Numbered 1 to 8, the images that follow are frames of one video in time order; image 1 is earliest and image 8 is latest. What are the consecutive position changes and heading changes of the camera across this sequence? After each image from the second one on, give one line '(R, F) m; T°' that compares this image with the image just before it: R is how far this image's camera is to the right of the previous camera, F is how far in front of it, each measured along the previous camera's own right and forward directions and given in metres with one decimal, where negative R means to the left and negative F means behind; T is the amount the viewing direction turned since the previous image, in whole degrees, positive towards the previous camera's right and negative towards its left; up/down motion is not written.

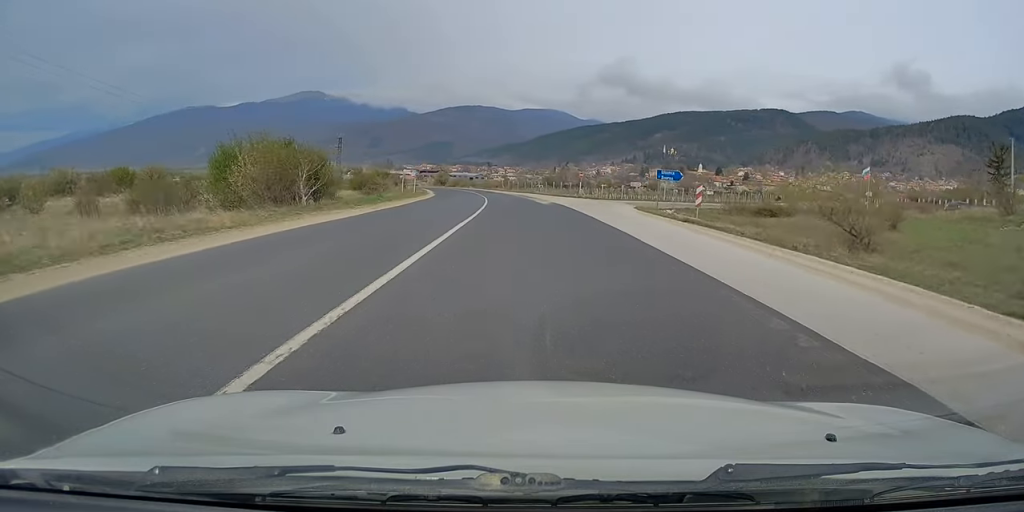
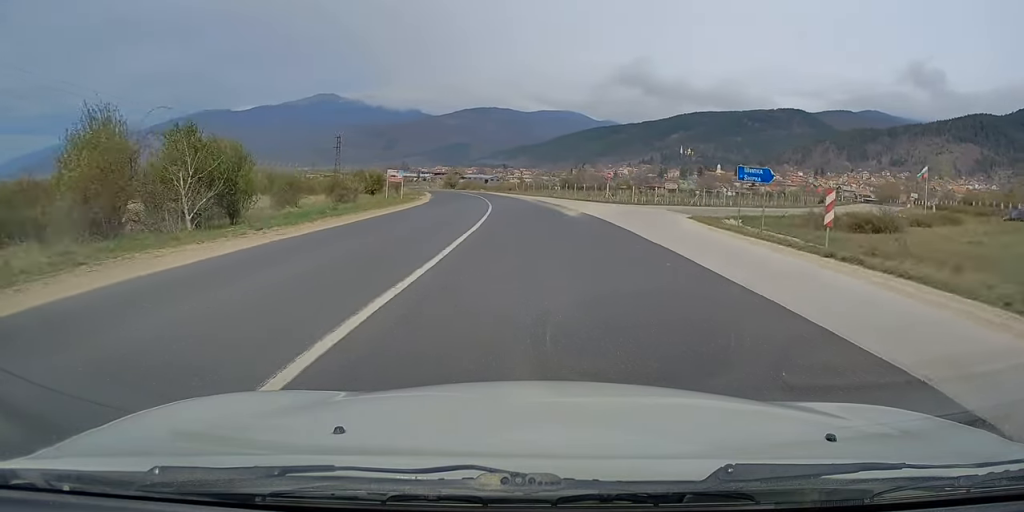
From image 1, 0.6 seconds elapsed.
(-0.2, +11.3) m; -1°
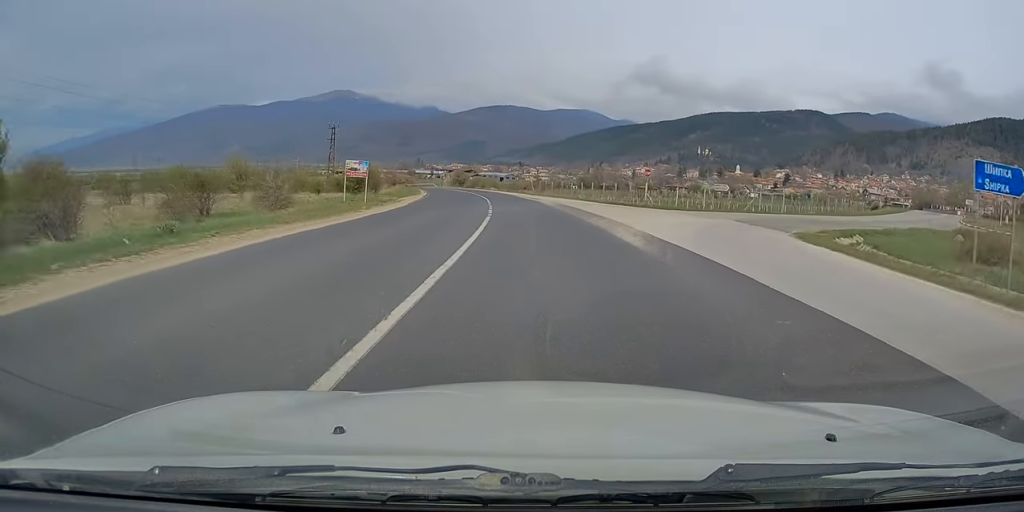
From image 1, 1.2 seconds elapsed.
(-0.1, +12.7) m; -1°
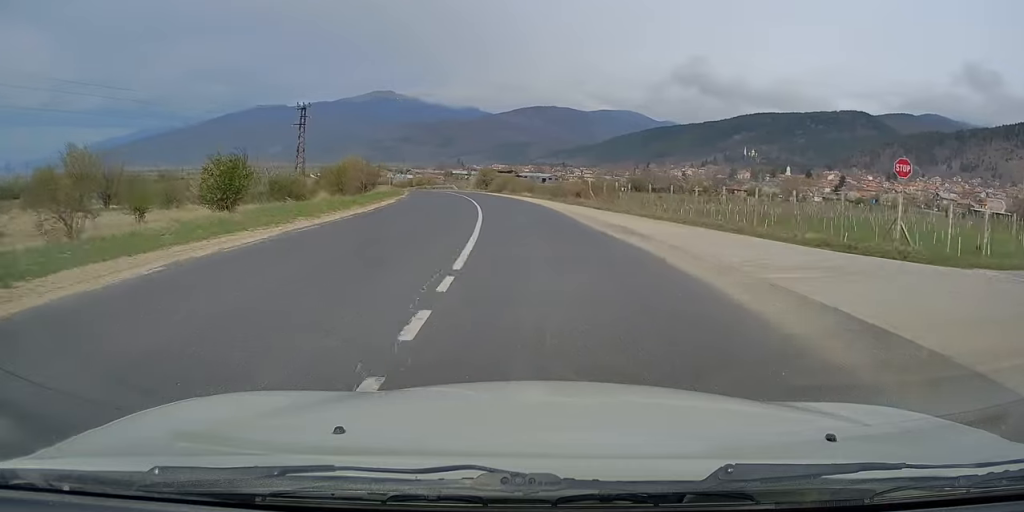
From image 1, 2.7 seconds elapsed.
(-1.3, +31.2) m; -5°
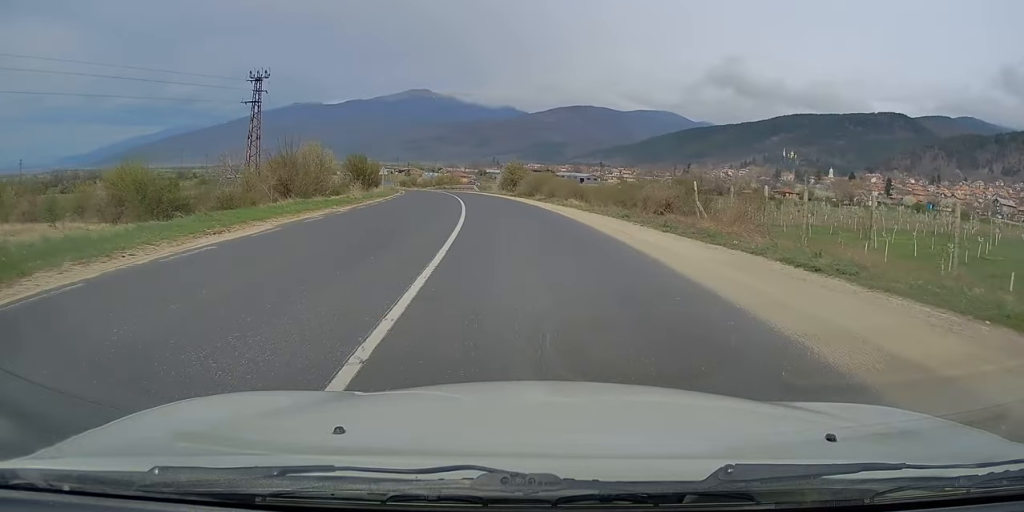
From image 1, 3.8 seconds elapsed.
(-0.5, +21.9) m; -3°
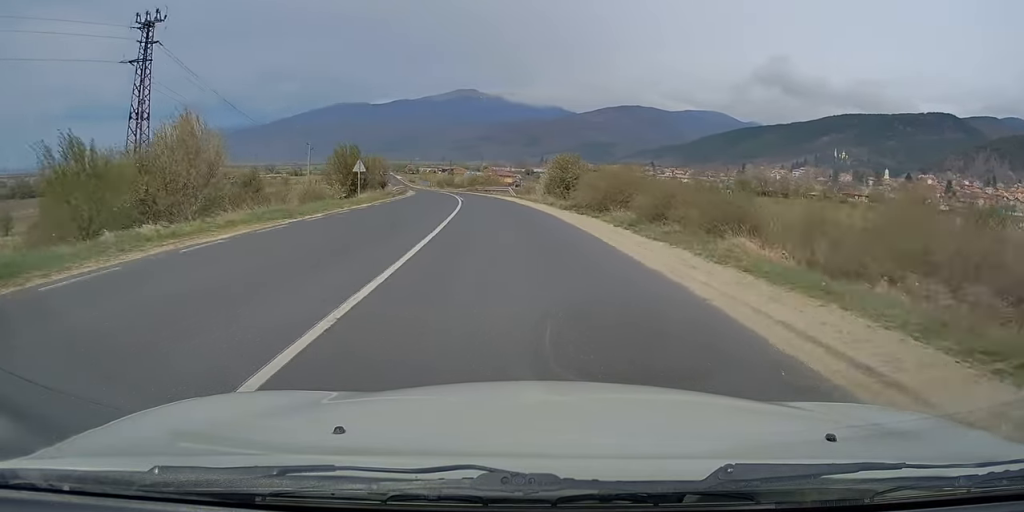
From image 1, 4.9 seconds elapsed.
(-0.8, +22.8) m; -4°
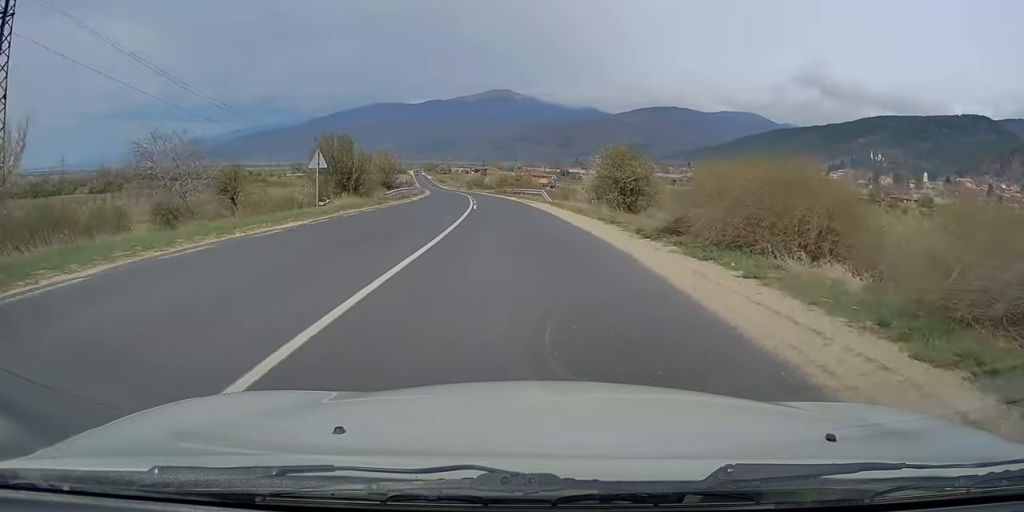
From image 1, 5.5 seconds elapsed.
(-0.3, +13.3) m; -2°
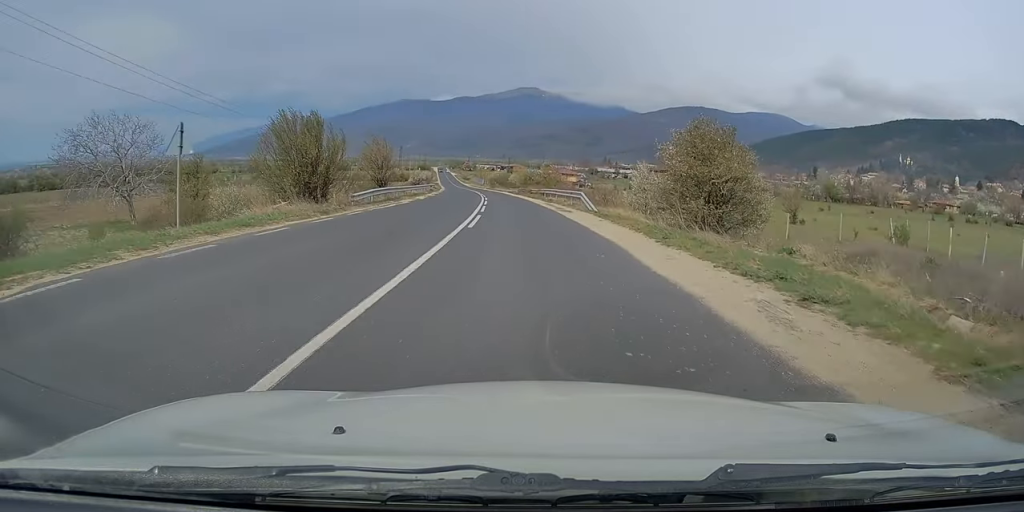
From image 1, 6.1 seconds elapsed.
(-0.1, +12.7) m; -2°
